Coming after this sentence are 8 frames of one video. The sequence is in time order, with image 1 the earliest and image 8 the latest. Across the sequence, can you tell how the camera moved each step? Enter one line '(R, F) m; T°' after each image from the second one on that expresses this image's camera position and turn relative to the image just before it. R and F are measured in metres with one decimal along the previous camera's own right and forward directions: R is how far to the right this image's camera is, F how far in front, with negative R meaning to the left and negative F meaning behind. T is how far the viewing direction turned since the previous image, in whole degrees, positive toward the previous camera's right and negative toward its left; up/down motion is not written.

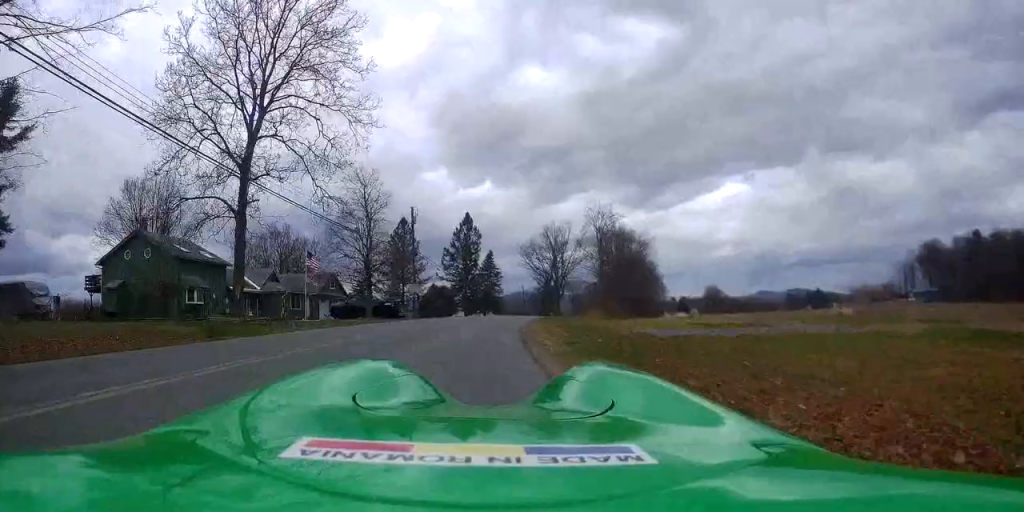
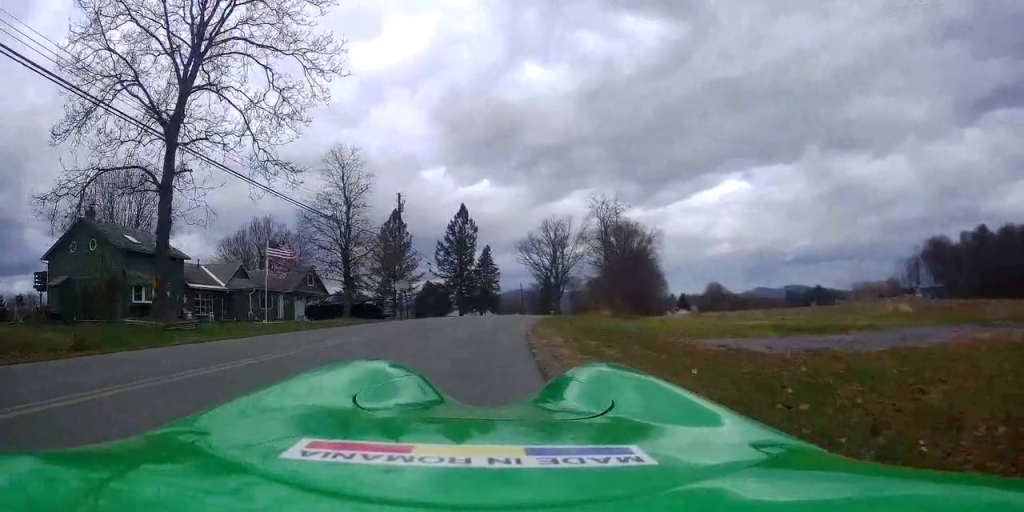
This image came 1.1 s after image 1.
(+0.1, +6.1) m; +1°
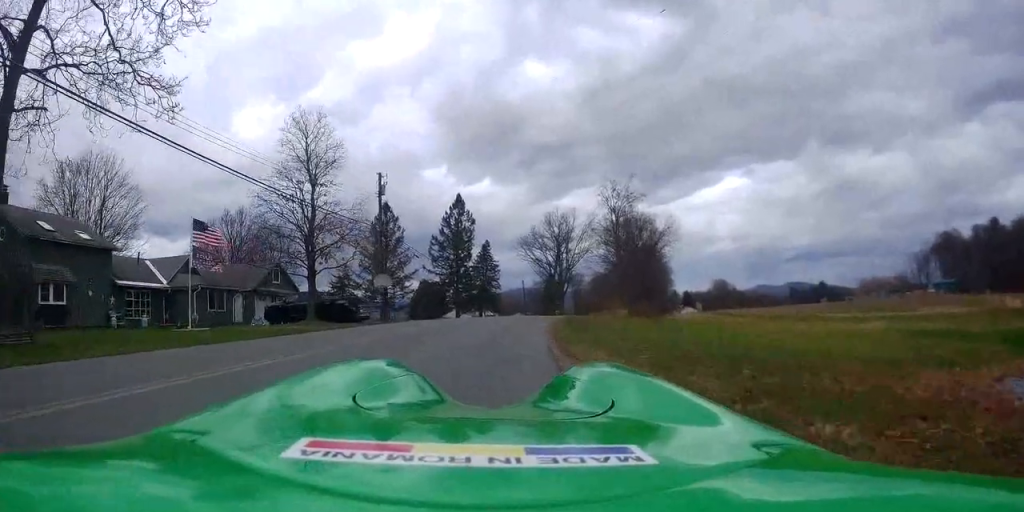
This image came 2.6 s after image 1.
(+0.2, +8.0) m; +1°
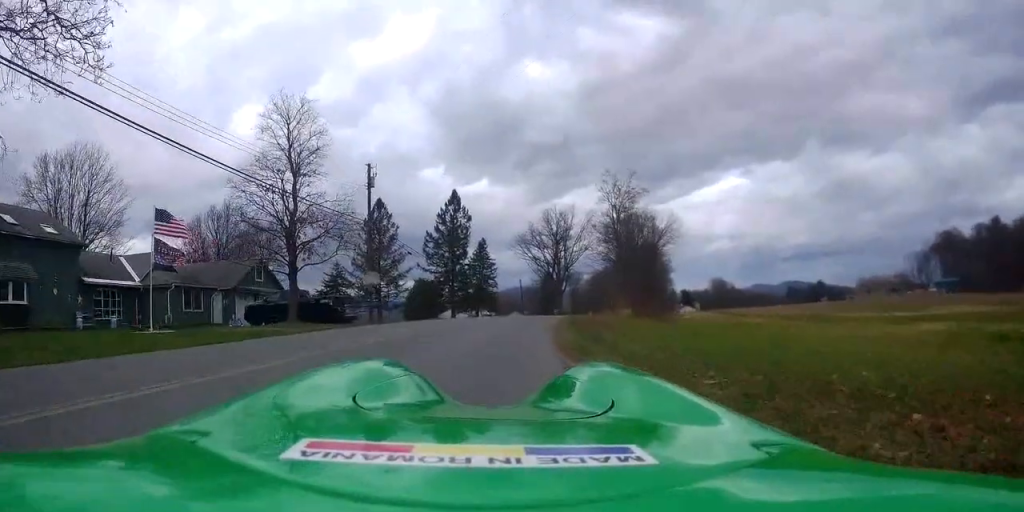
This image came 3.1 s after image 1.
(0.0, +2.6) m; 0°
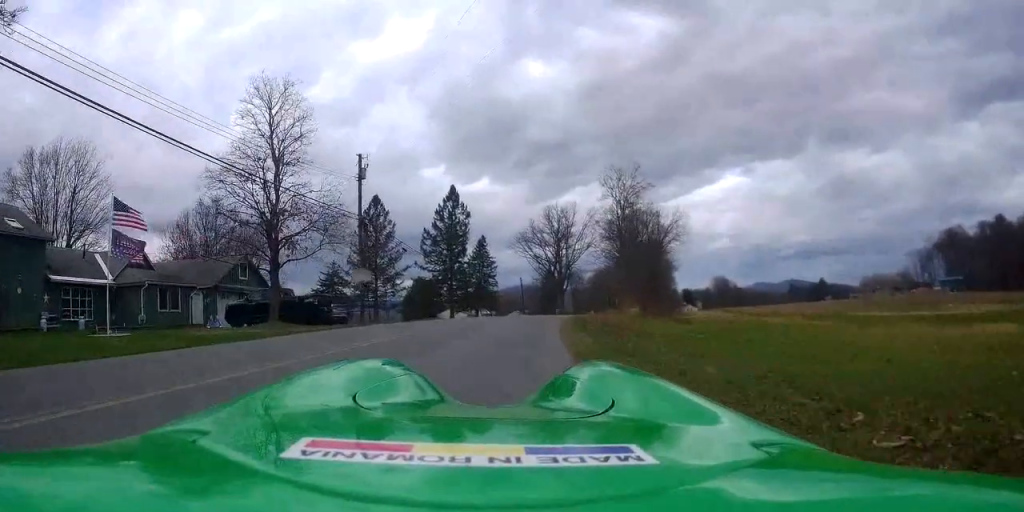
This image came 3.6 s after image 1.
(0.0, +2.6) m; 0°
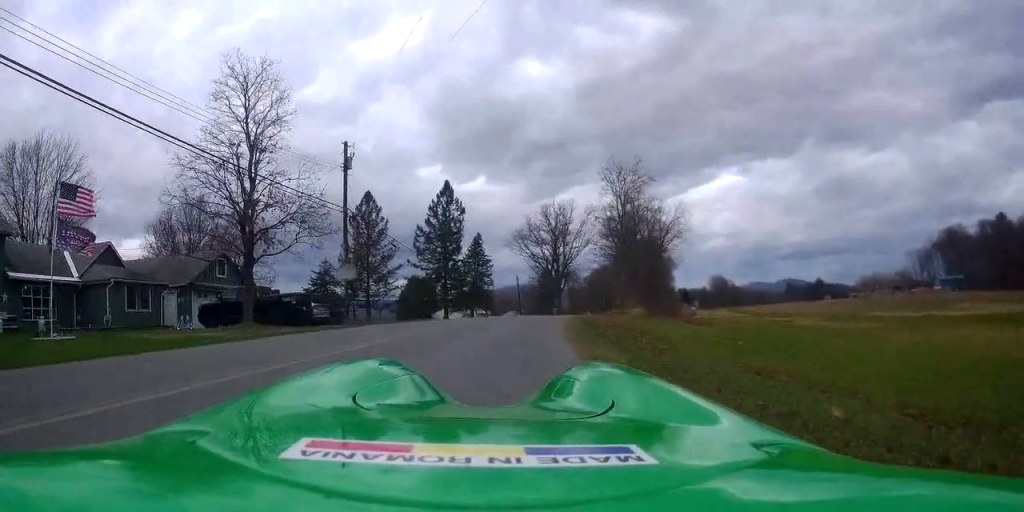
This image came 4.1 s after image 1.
(0.0, +2.6) m; 0°
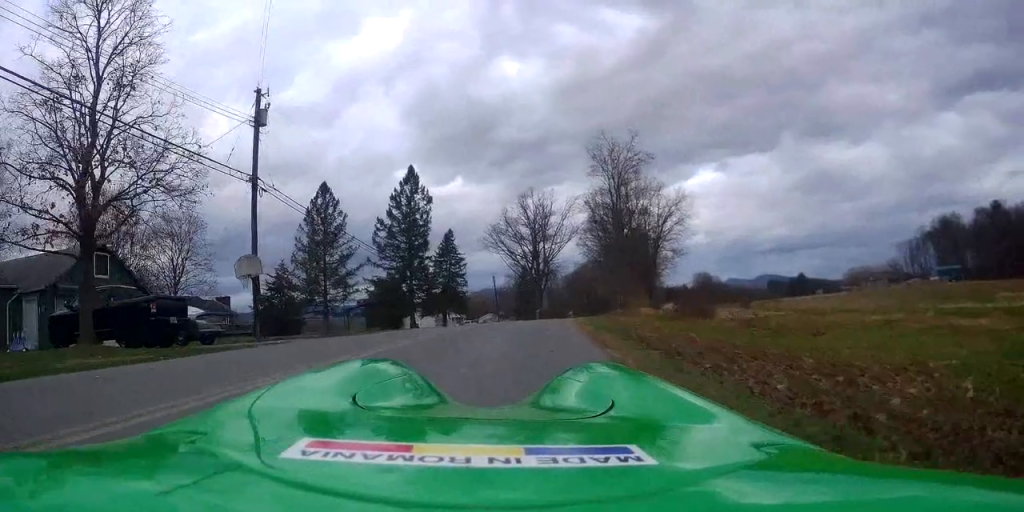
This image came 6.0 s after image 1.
(+0.2, +10.2) m; +5°
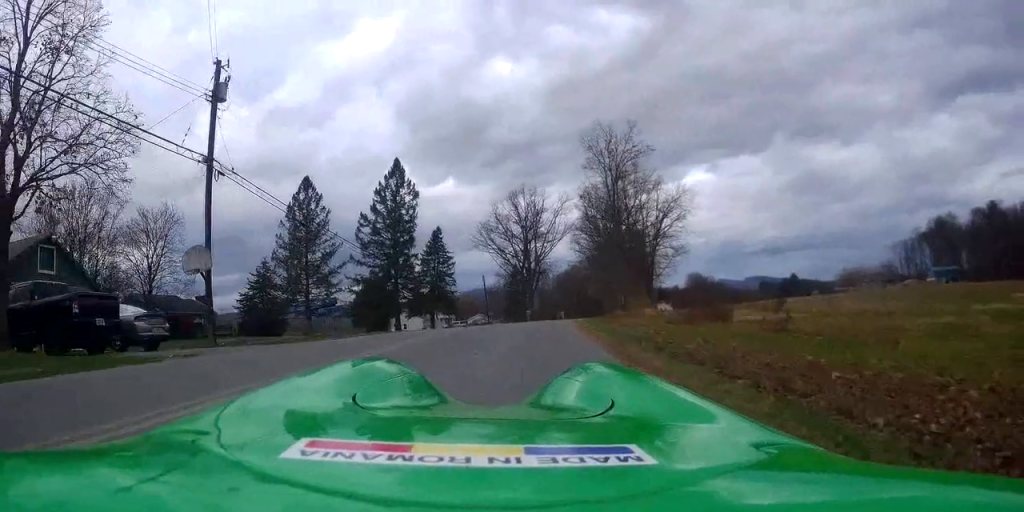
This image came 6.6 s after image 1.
(+0.2, +3.4) m; 0°
